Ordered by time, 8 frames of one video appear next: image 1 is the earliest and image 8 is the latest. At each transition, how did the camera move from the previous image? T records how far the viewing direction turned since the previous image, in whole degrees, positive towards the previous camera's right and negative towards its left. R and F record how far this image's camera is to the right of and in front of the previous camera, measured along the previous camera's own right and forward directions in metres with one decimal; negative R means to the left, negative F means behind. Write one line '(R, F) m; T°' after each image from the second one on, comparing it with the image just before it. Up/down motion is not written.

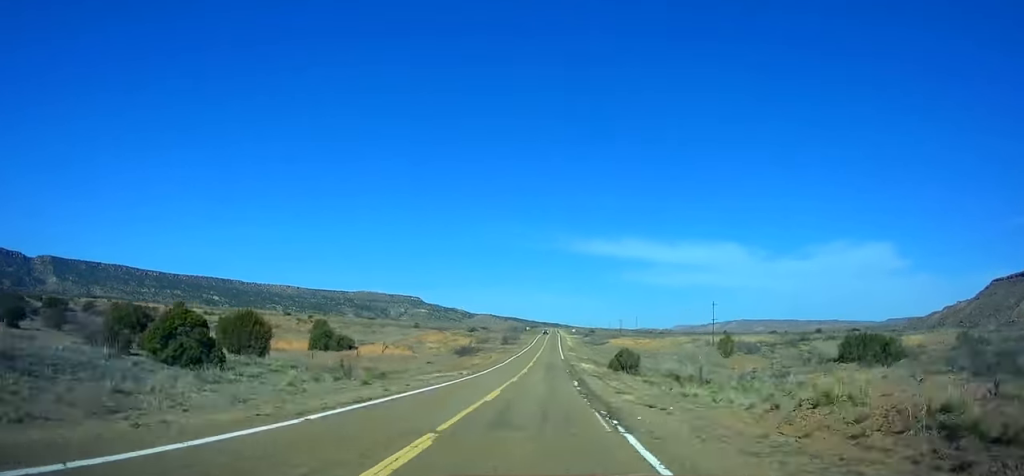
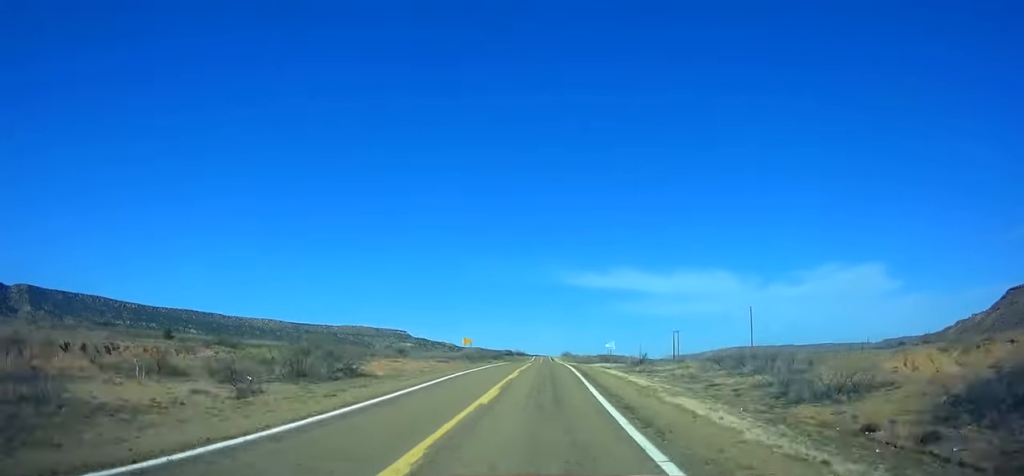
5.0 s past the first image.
(+1.8, +137.4) m; +1°
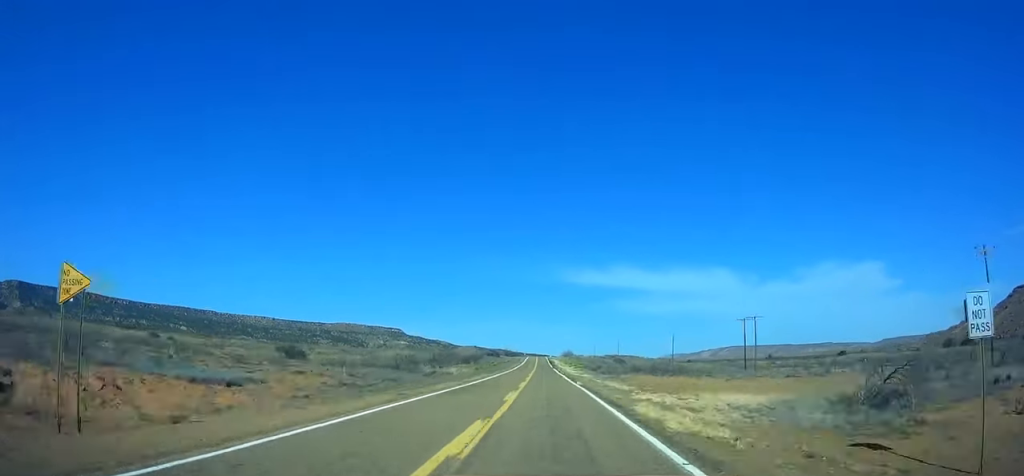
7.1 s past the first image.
(-0.3, +57.3) m; 0°
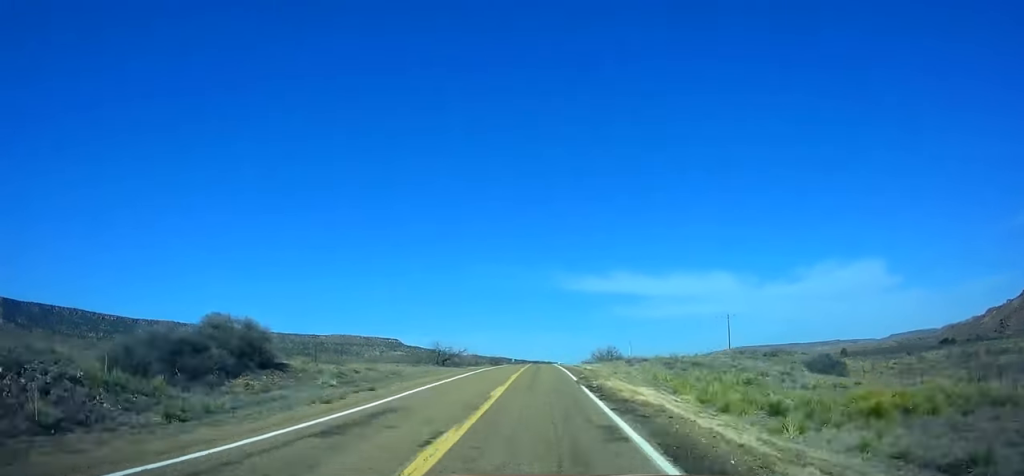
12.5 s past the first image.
(-0.5, +146.8) m; 0°
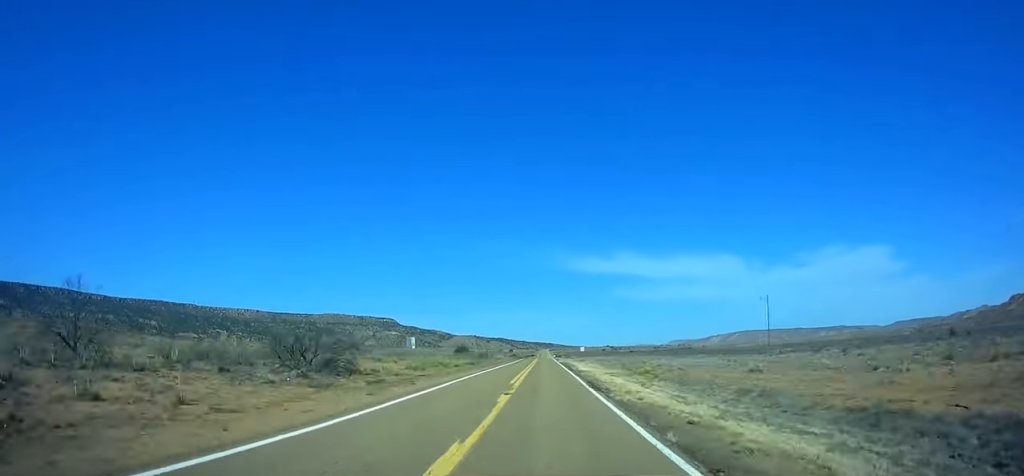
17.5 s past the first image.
(-1.1, +136.3) m; 0°
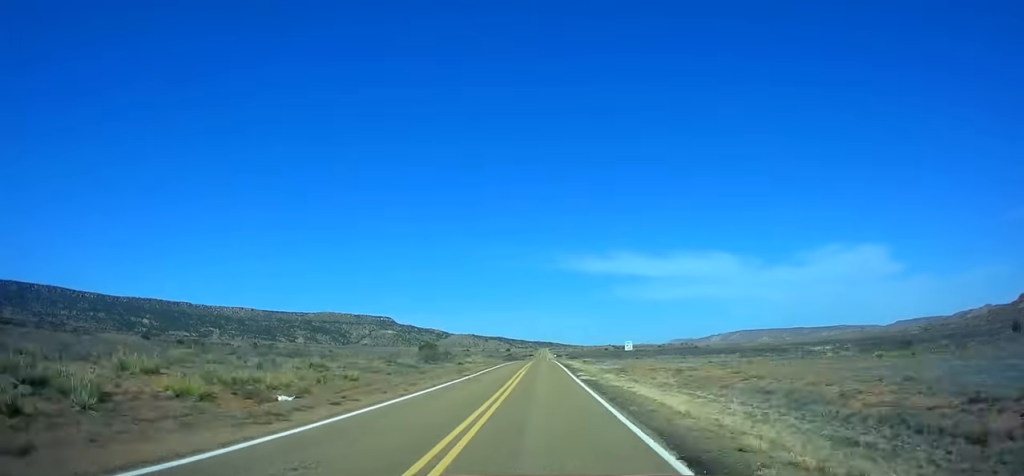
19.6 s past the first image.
(+0.4, +57.8) m; +1°
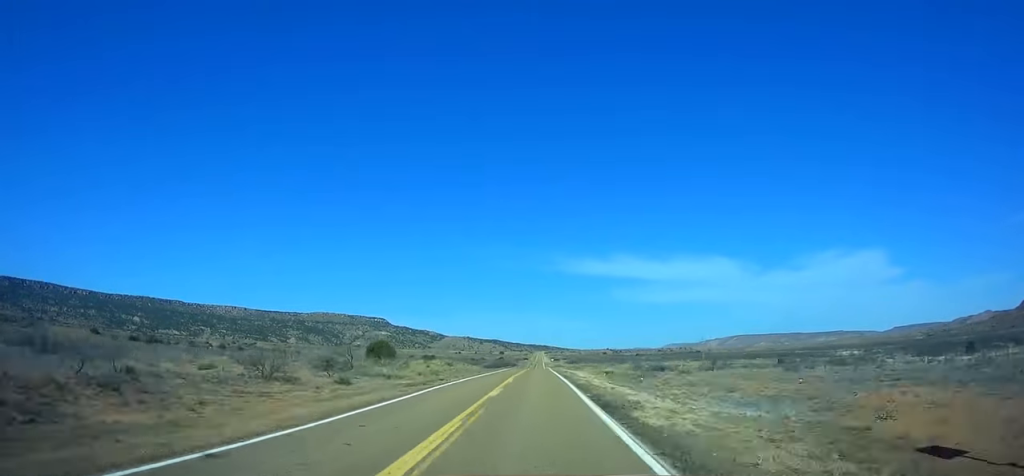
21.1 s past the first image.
(+0.2, +41.4) m; 0°
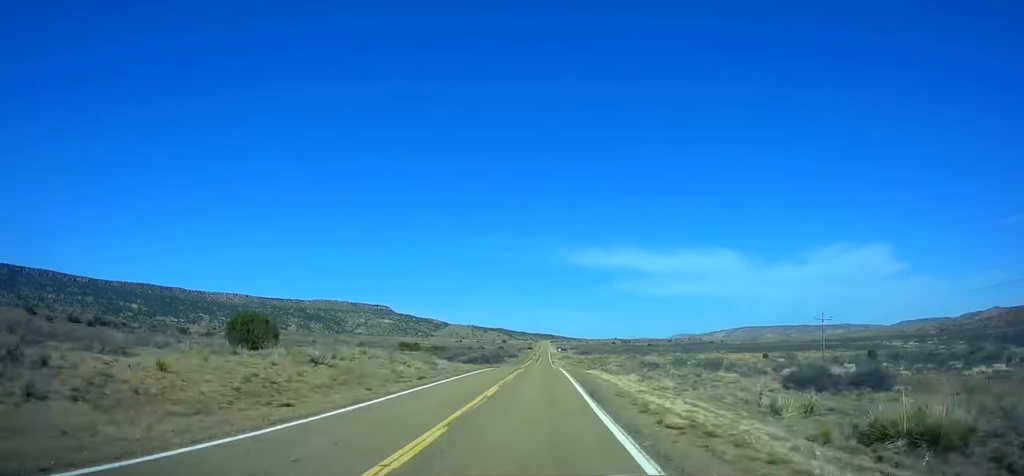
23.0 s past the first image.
(+0.6, +52.5) m; -1°
